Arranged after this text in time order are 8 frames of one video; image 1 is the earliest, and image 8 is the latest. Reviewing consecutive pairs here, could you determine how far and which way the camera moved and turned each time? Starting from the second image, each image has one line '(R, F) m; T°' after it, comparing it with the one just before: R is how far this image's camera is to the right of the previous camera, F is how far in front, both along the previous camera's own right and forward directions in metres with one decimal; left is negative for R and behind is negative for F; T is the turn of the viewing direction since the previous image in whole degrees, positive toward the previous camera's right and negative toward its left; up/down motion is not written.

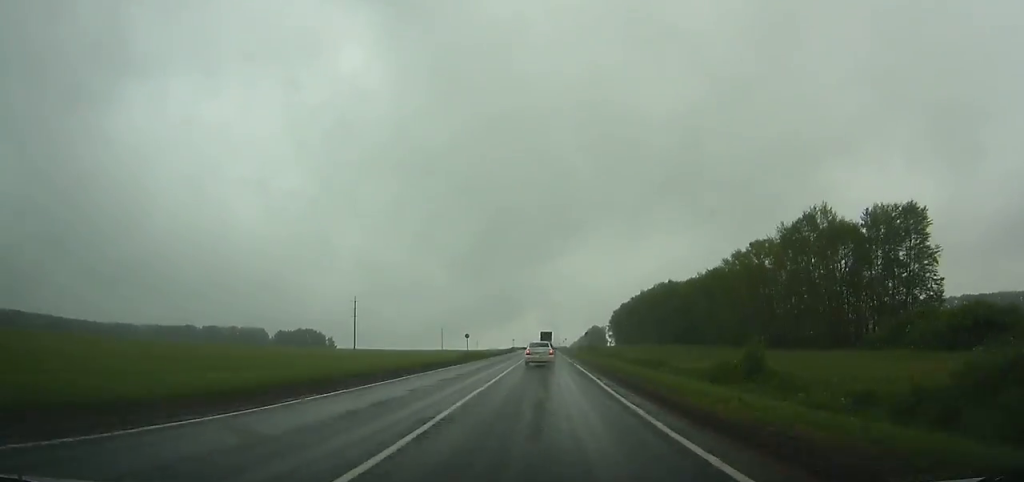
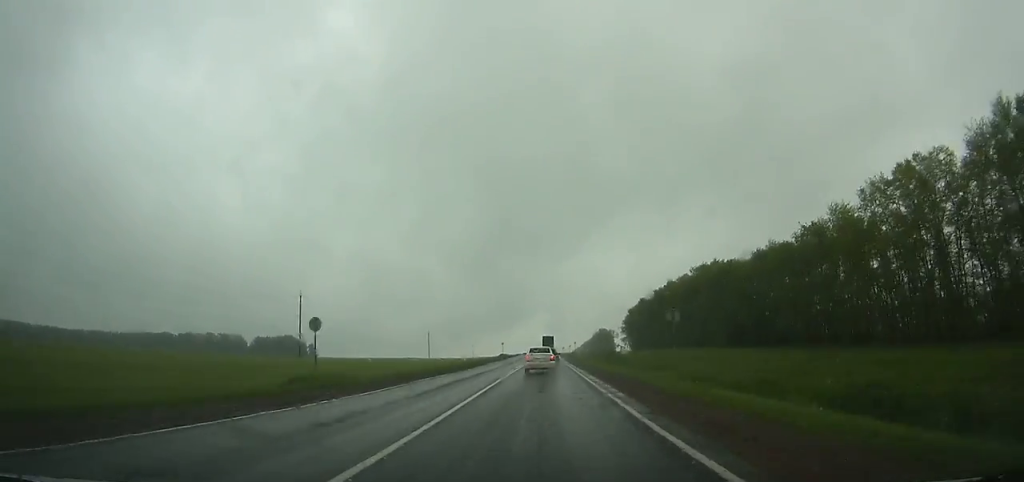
(0.0, +54.9) m; 0°
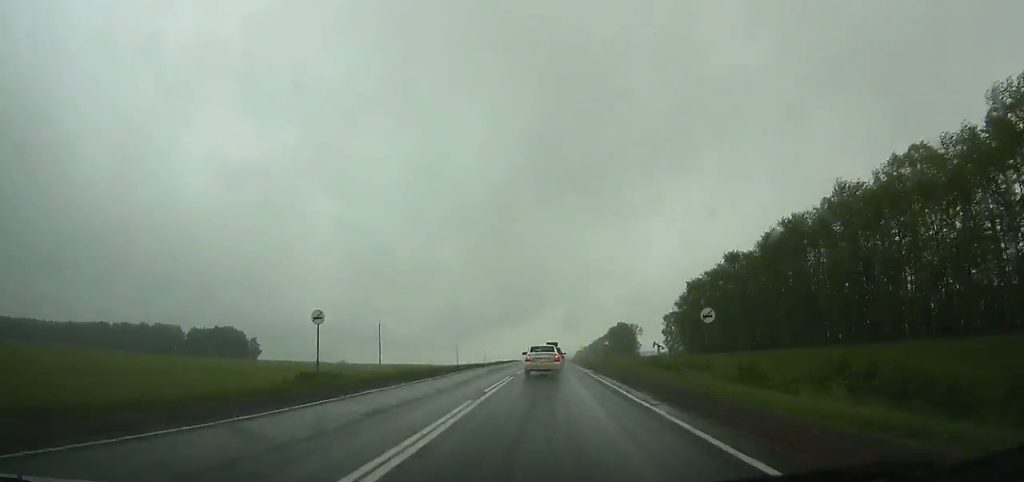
(-0.3, +117.5) m; 0°
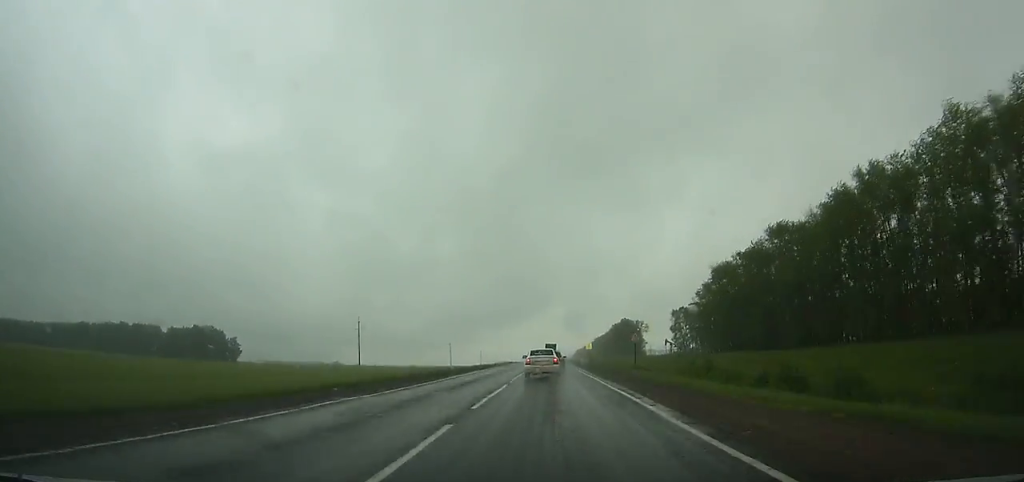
(+0.2, +28.8) m; 0°
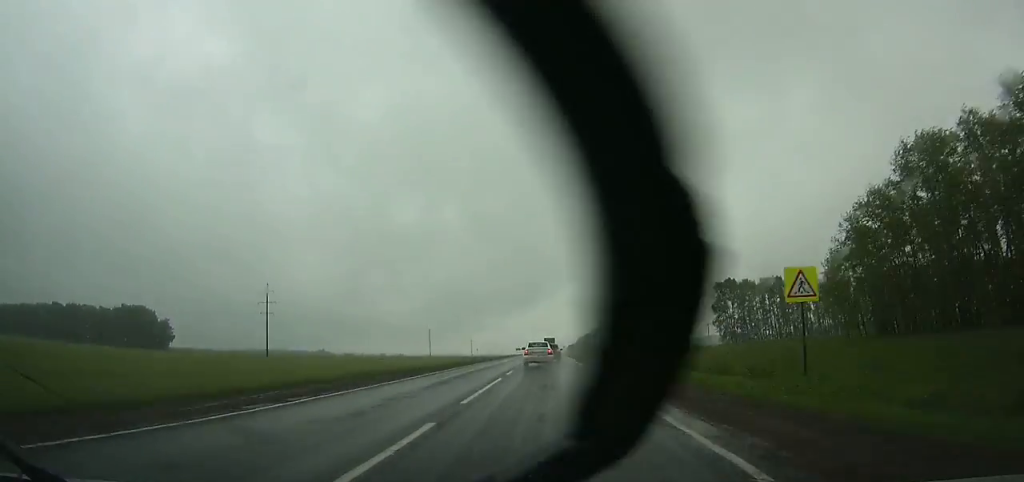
(+0.3, +85.6) m; 0°
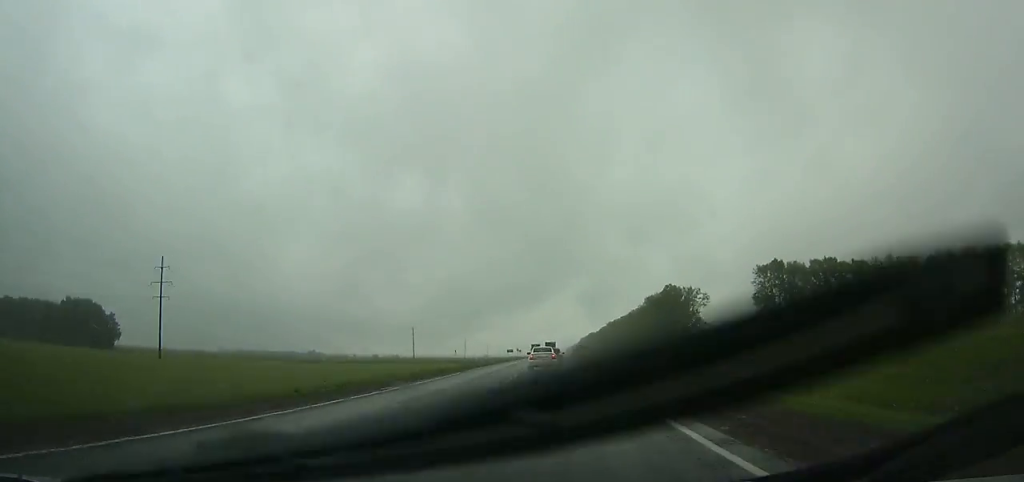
(-0.3, +50.3) m; 0°
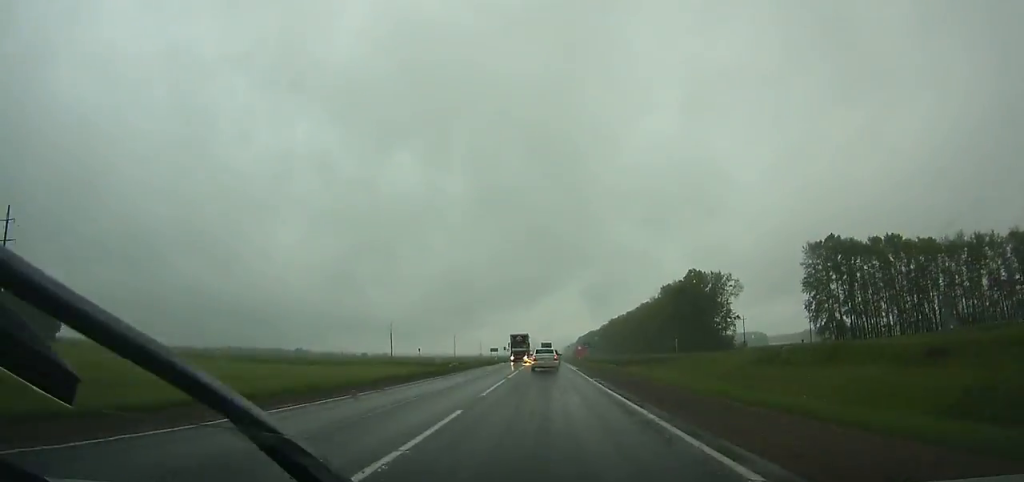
(-0.1, +42.2) m; 0°
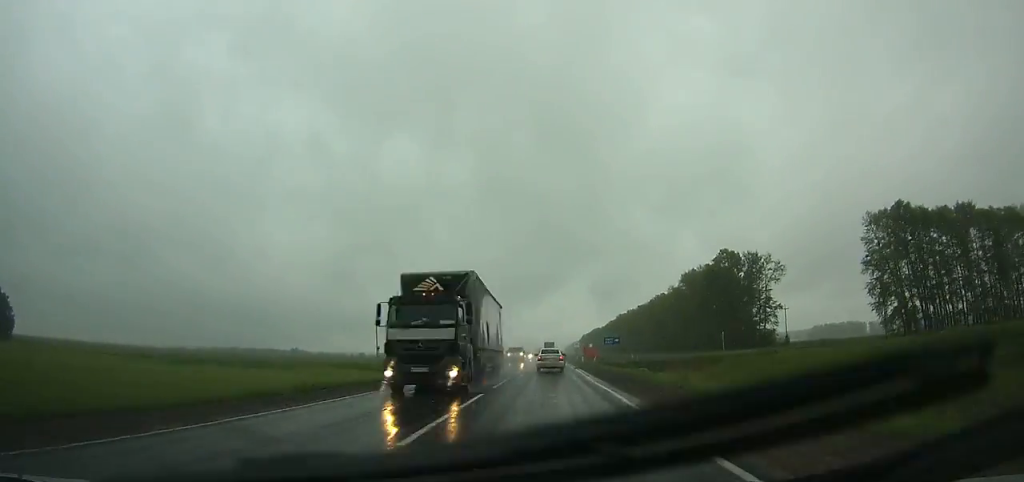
(0.0, +31.6) m; 0°
